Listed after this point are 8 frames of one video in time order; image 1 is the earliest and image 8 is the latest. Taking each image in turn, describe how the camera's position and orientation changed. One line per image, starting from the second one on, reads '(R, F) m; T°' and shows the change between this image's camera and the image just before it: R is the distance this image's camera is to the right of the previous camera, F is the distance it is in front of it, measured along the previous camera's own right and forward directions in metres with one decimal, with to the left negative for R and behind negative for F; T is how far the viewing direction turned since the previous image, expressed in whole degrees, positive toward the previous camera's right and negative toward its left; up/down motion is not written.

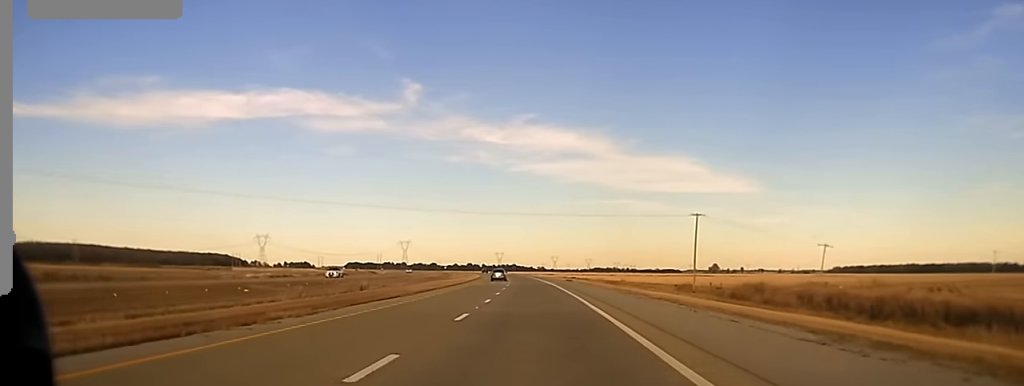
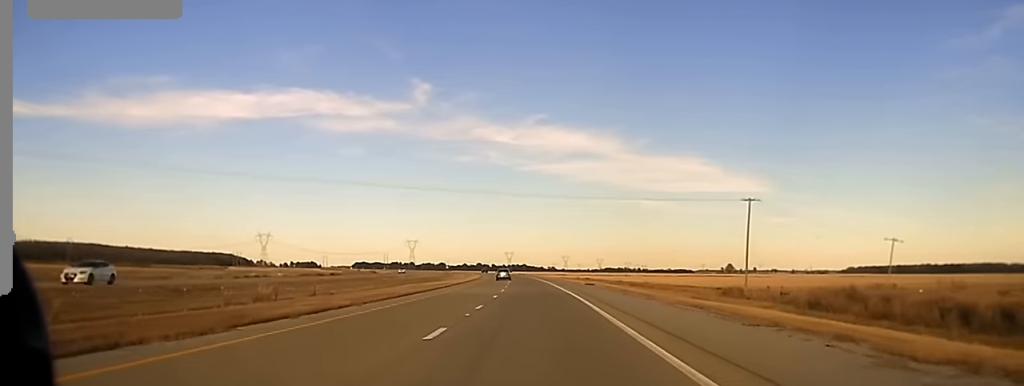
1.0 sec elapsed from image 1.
(0.0, +30.0) m; -1°
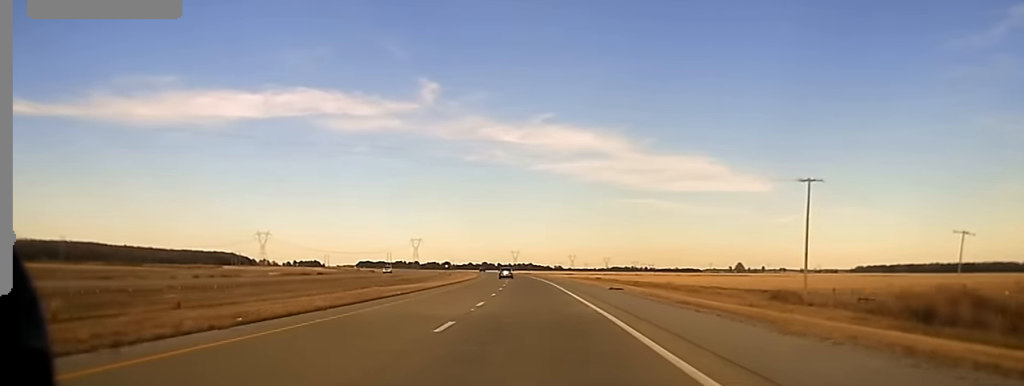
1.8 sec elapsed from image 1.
(-0.4, +23.3) m; 0°
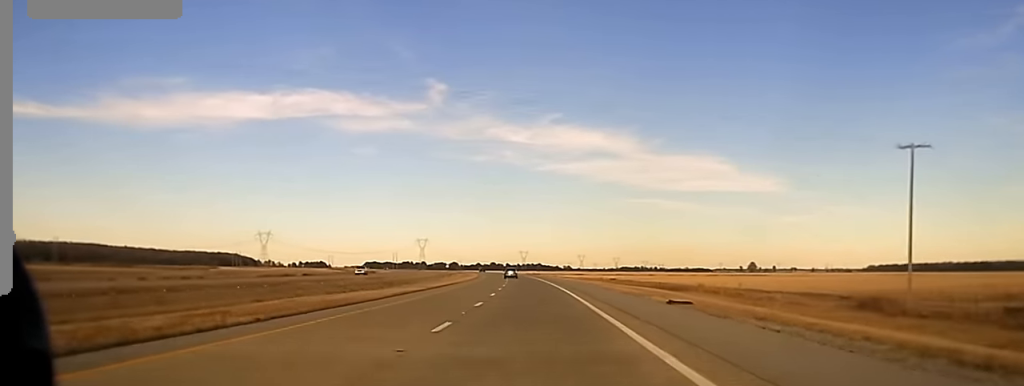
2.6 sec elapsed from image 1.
(+0.3, +23.3) m; 0°
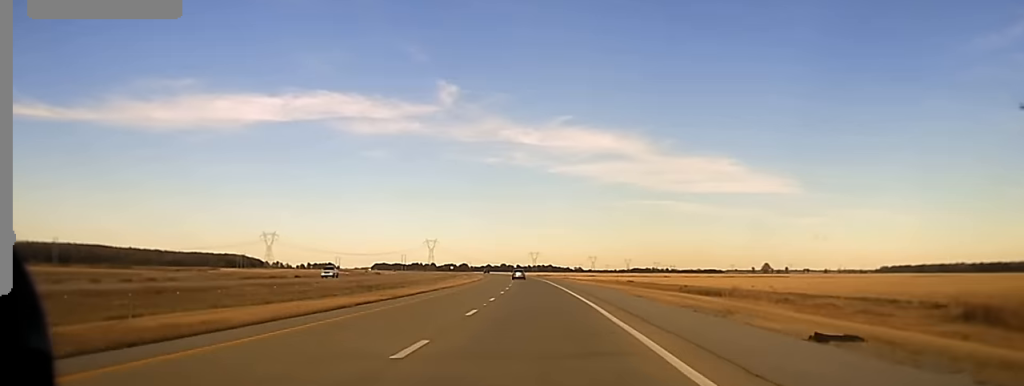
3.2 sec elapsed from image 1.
(-0.1, +17.4) m; -1°
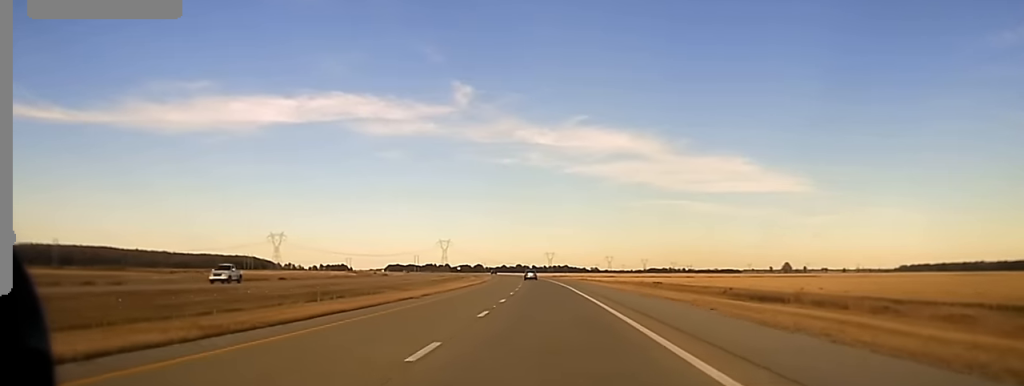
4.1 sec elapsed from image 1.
(-0.3, +25.3) m; -1°
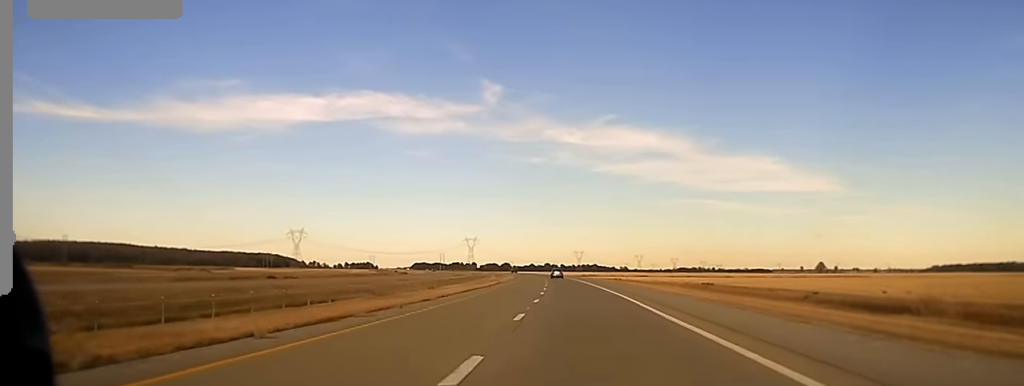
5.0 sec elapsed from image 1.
(-0.3, +26.7) m; -1°
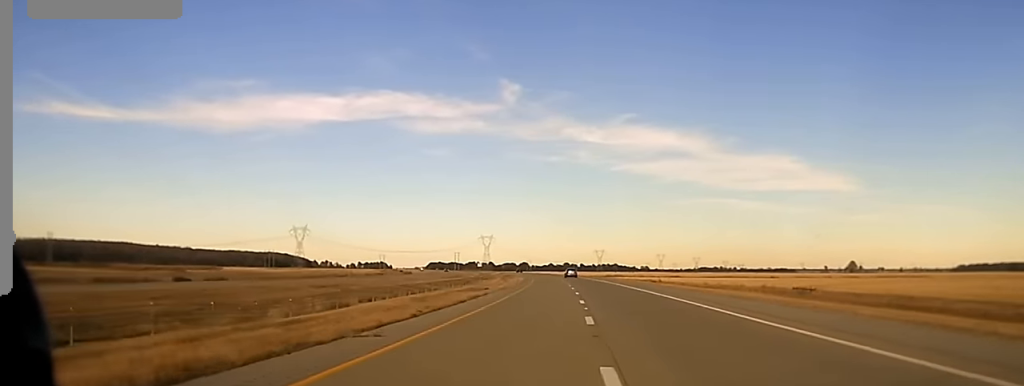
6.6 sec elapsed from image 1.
(-1.2, +48.2) m; -2°
